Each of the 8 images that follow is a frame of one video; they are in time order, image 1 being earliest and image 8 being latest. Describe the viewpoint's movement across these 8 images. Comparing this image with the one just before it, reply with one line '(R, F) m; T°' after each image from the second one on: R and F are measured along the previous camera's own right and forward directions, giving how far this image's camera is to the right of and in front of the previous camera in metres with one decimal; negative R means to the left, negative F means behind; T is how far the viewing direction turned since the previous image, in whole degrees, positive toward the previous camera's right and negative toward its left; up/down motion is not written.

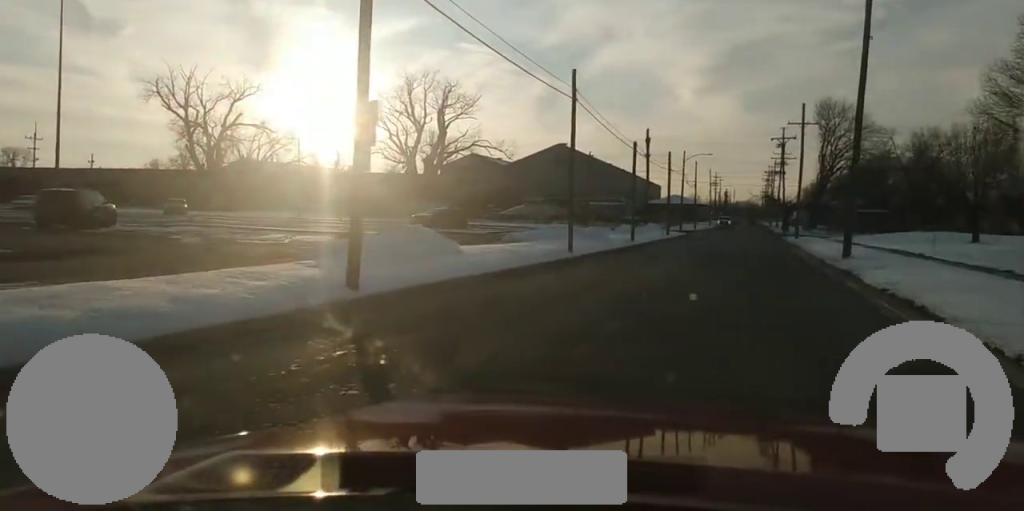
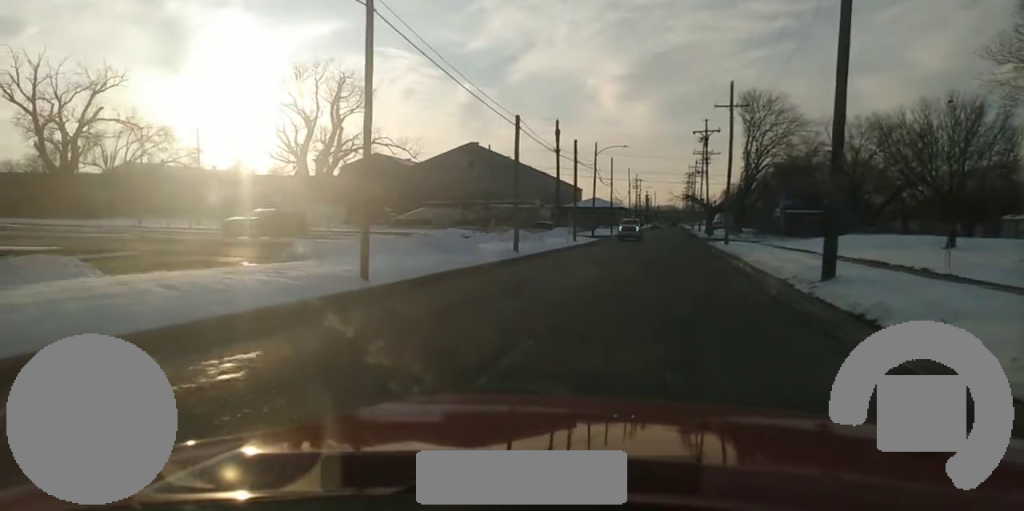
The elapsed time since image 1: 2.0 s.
(+0.2, +15.3) m; +2°
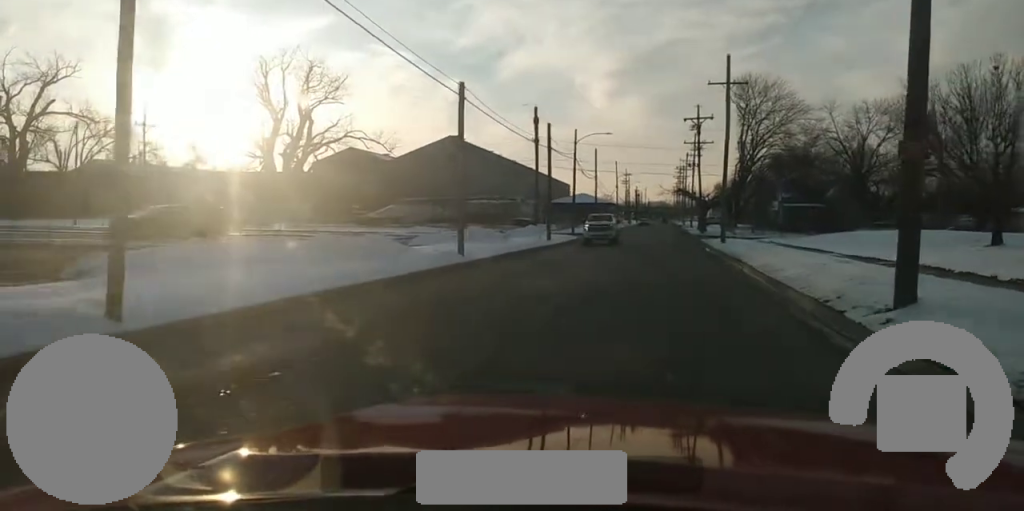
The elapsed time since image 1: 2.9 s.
(+0.1, +7.9) m; 0°
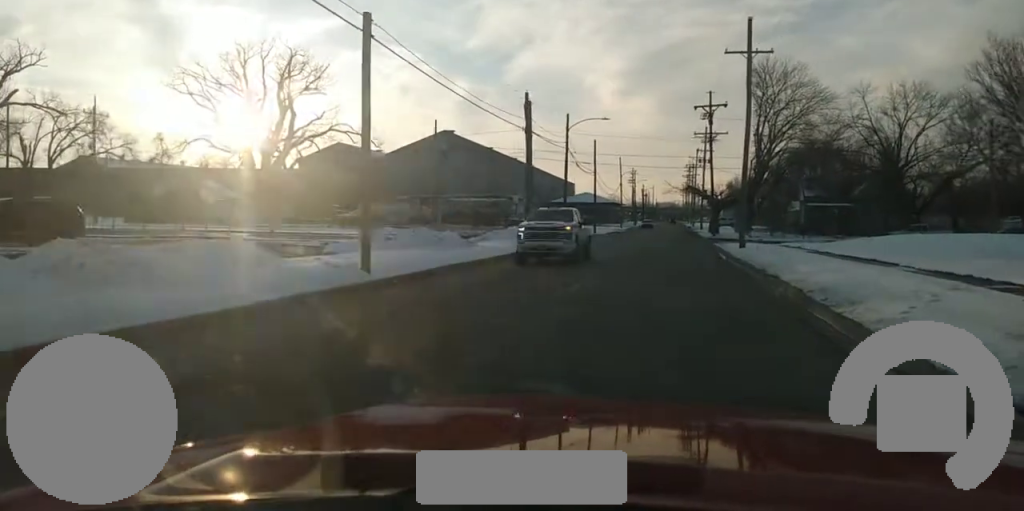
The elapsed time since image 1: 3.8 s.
(0.0, +9.3) m; -2°
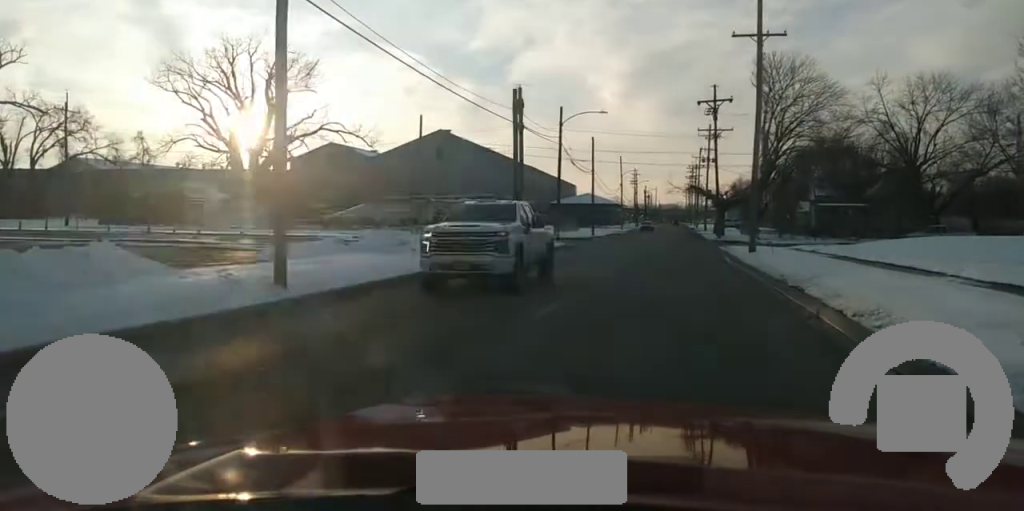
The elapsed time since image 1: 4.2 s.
(-0.2, +4.3) m; 0°
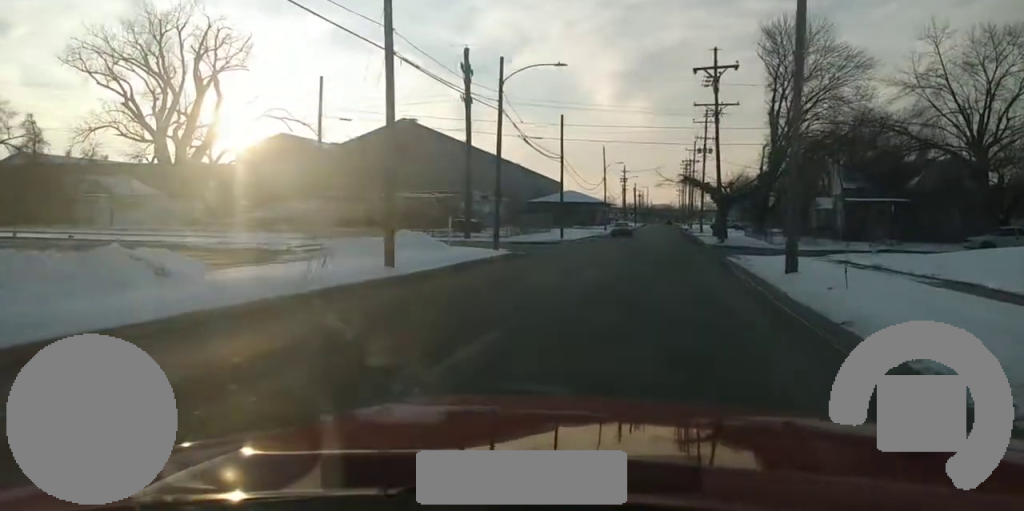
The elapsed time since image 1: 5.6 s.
(0.0, +15.5) m; 0°
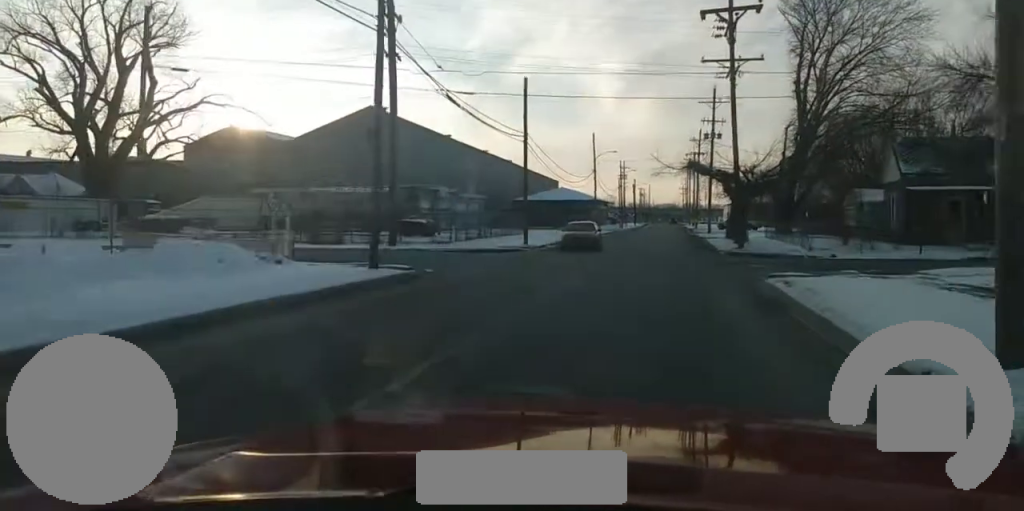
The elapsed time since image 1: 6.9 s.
(-0.1, +14.4) m; -1°
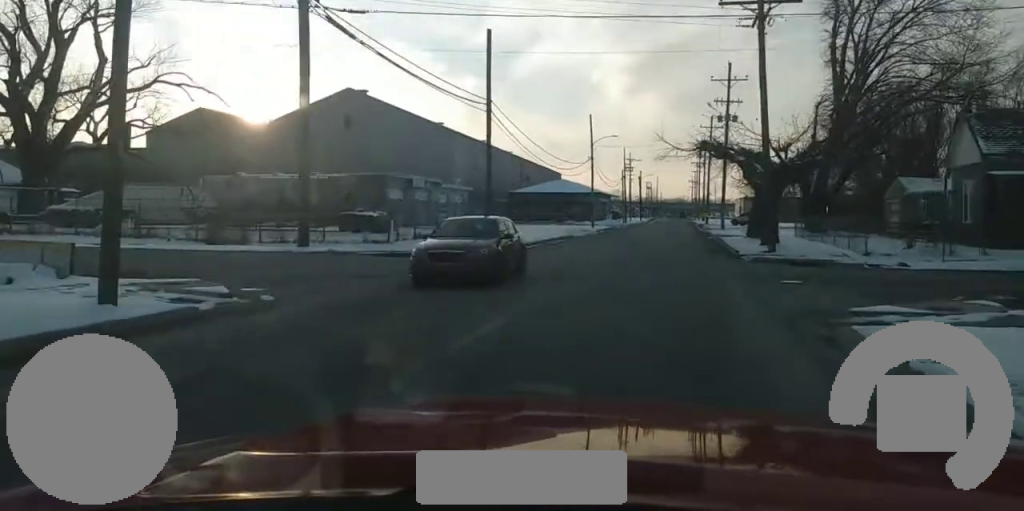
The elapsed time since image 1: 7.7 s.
(0.0, +10.0) m; 0°
